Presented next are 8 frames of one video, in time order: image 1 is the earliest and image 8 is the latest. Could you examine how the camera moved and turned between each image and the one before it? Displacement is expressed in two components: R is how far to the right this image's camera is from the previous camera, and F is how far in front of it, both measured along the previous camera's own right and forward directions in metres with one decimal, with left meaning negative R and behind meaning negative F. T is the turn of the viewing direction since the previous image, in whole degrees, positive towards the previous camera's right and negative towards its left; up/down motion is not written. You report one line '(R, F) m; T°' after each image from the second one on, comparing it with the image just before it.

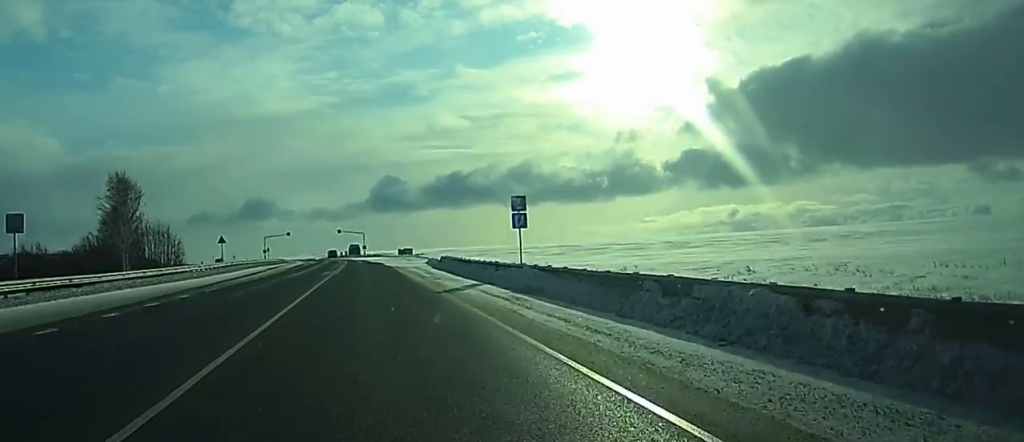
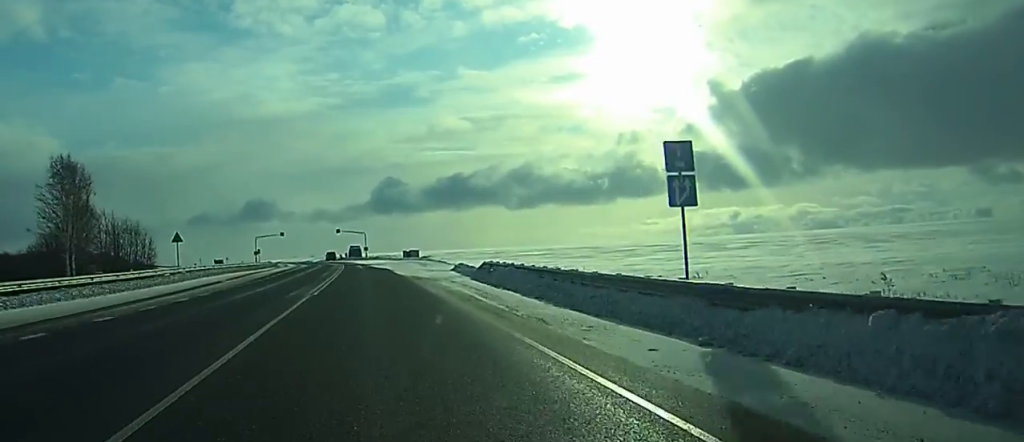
(+0.1, +20.7) m; 0°
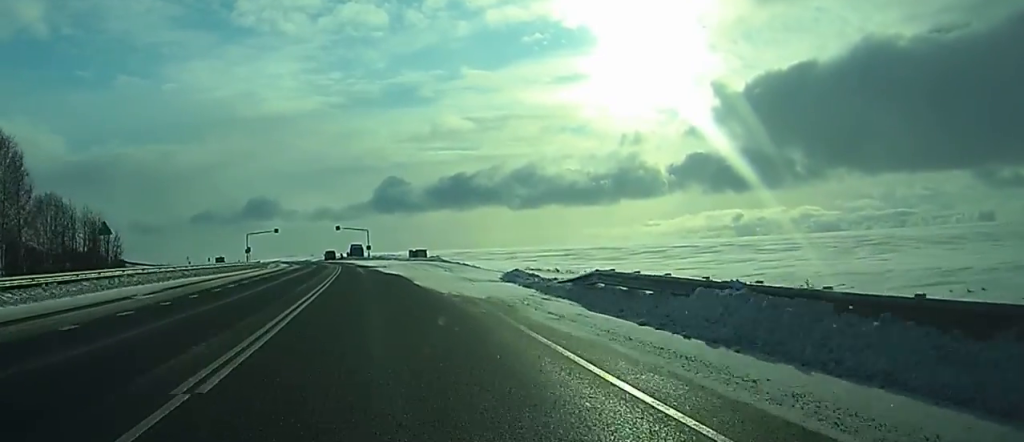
(0.0, +18.6) m; 0°
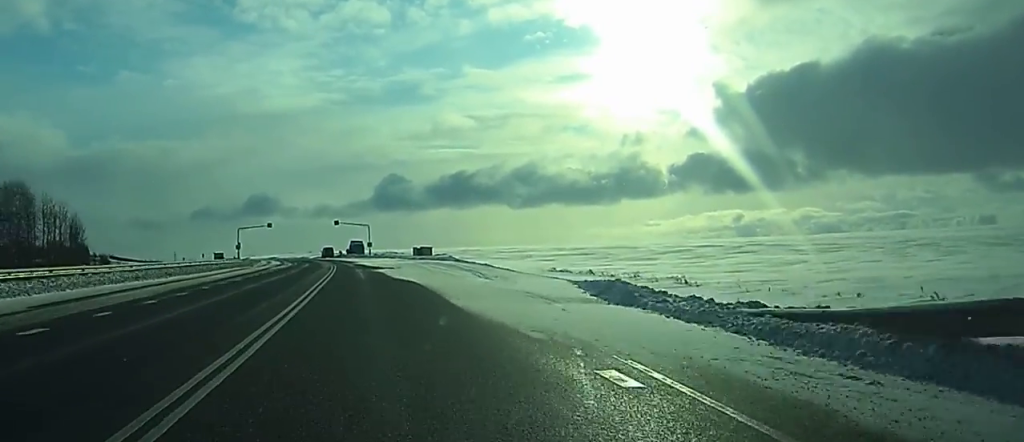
(0.0, +13.8) m; 0°
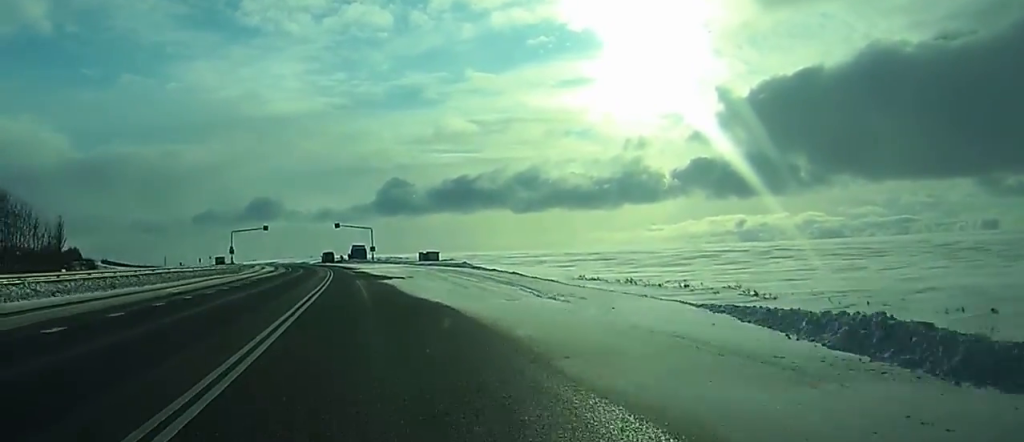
(0.0, +11.0) m; 0°
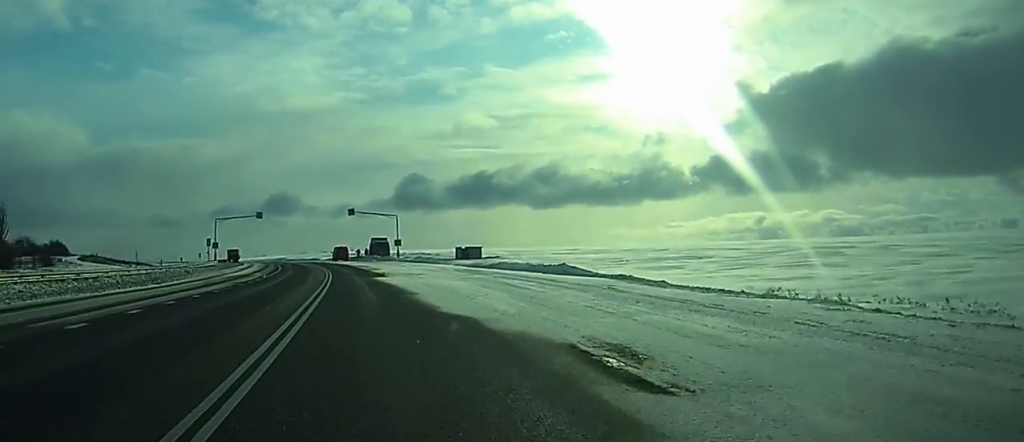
(-0.3, +35.5) m; -1°
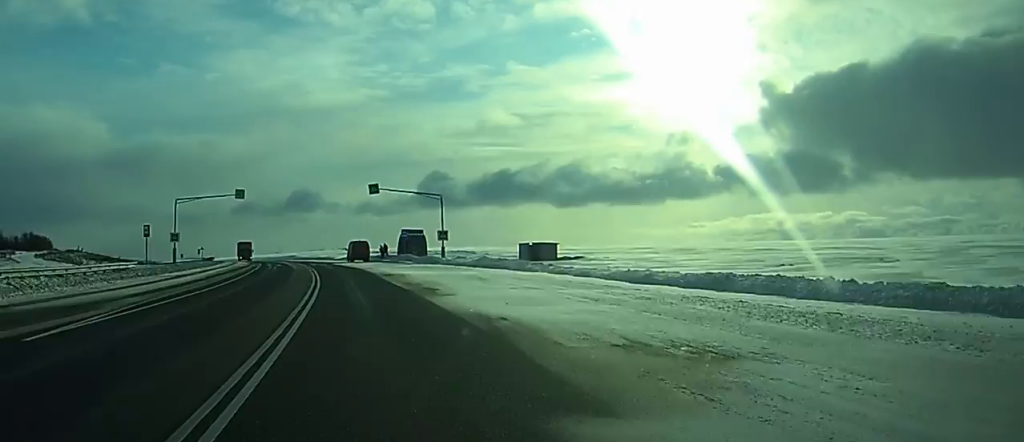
(-0.3, +38.4) m; -1°
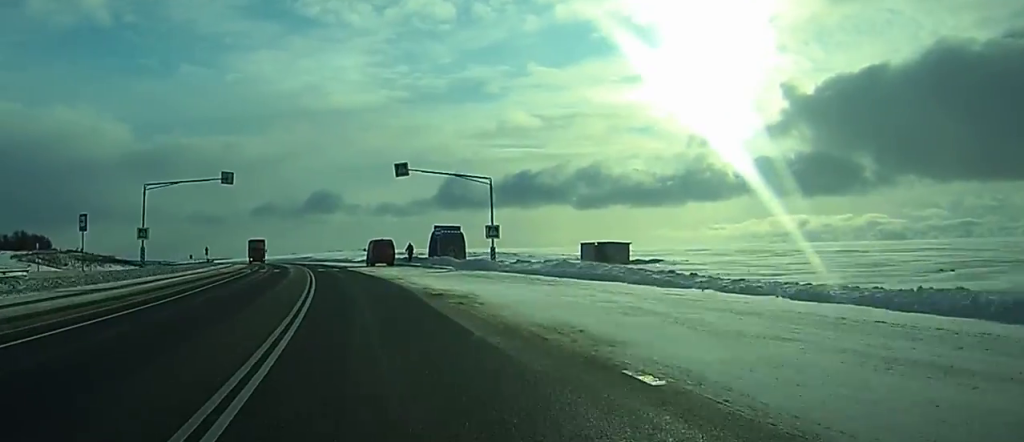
(-0.1, +19.4) m; -1°
